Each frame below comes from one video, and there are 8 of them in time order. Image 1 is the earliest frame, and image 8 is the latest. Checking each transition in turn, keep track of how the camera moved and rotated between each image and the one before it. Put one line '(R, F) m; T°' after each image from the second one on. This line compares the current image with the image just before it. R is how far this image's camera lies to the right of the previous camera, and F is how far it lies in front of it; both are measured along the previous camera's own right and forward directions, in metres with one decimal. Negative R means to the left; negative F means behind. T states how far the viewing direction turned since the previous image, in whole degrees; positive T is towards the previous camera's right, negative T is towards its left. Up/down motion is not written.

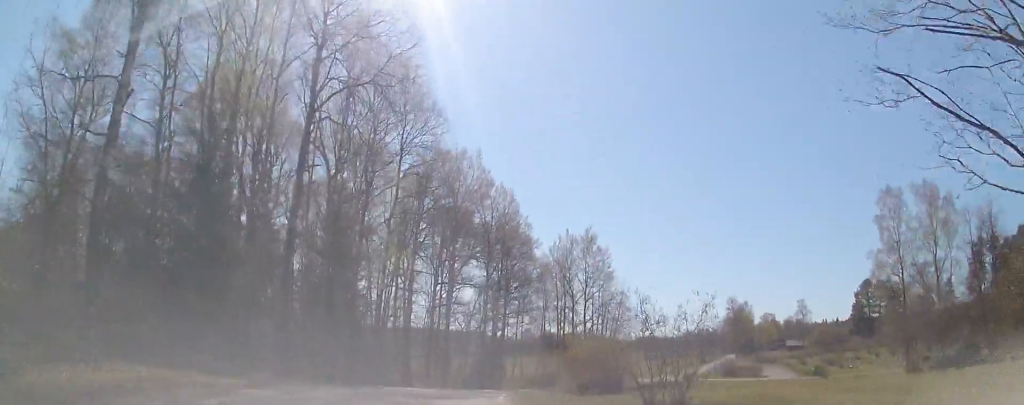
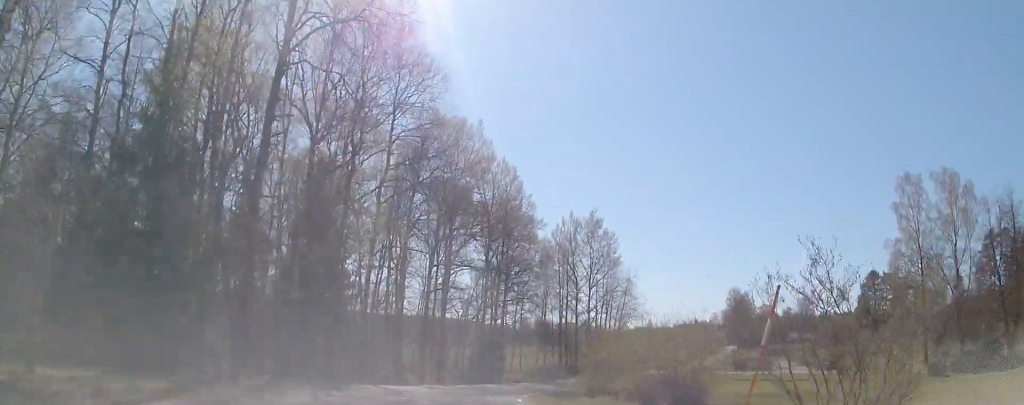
(+0.1, +4.6) m; -1°
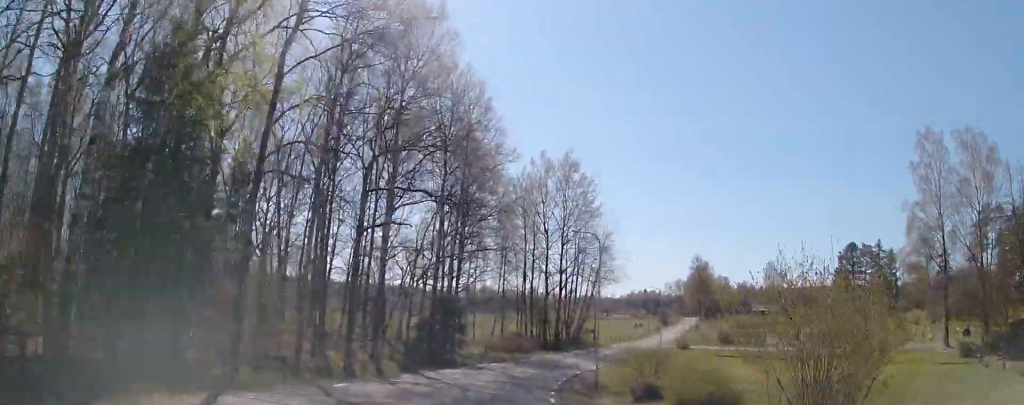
(-0.3, +13.1) m; +1°
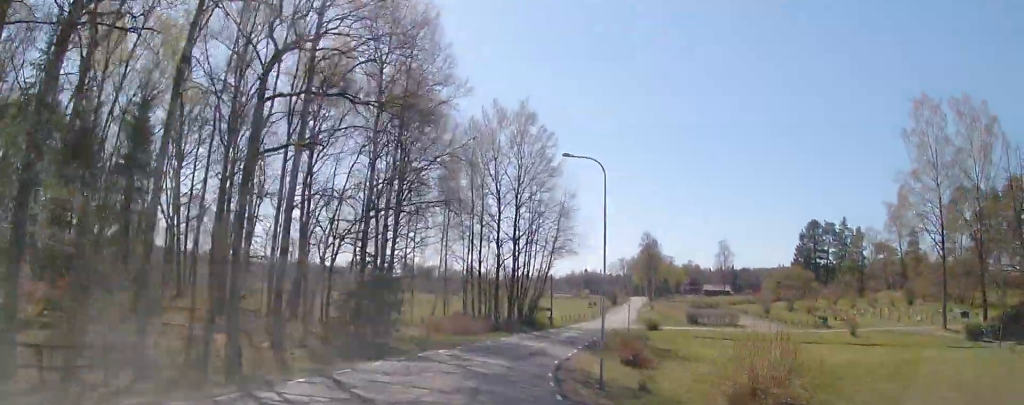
(+0.3, +8.8) m; +2°
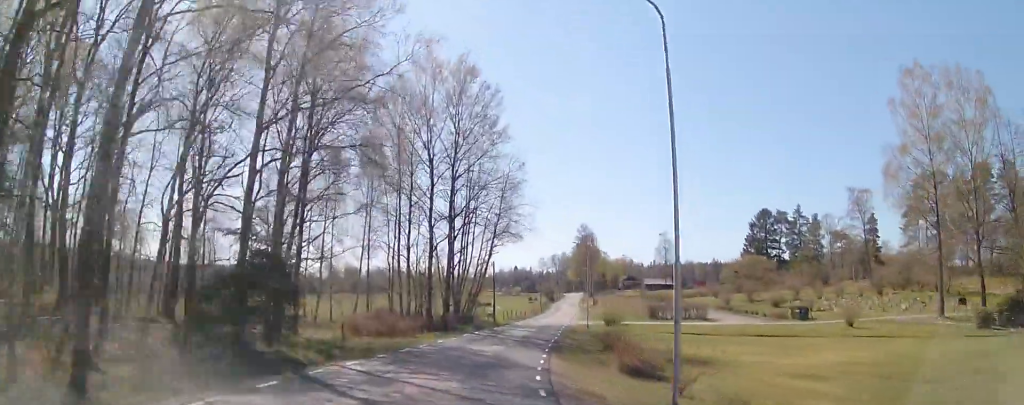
(0.0, +9.0) m; +3°
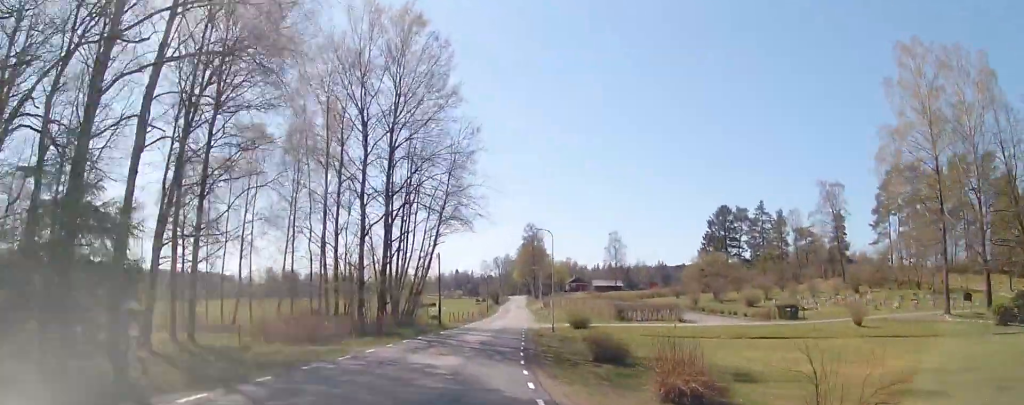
(+0.1, +7.7) m; +8°
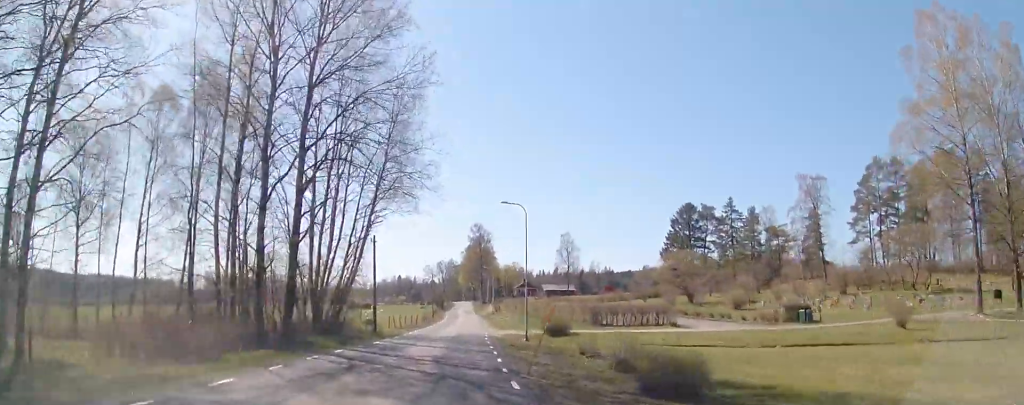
(+1.3, +9.6) m; +8°
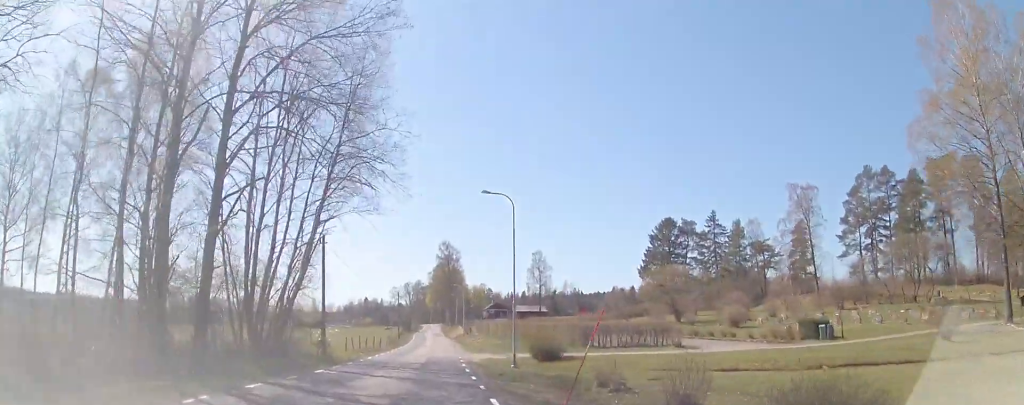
(+0.2, +5.8) m; -2°
